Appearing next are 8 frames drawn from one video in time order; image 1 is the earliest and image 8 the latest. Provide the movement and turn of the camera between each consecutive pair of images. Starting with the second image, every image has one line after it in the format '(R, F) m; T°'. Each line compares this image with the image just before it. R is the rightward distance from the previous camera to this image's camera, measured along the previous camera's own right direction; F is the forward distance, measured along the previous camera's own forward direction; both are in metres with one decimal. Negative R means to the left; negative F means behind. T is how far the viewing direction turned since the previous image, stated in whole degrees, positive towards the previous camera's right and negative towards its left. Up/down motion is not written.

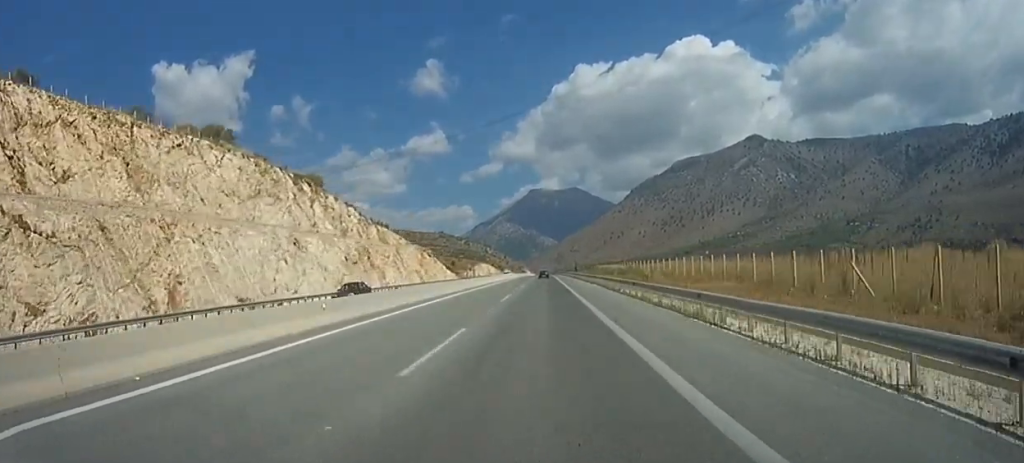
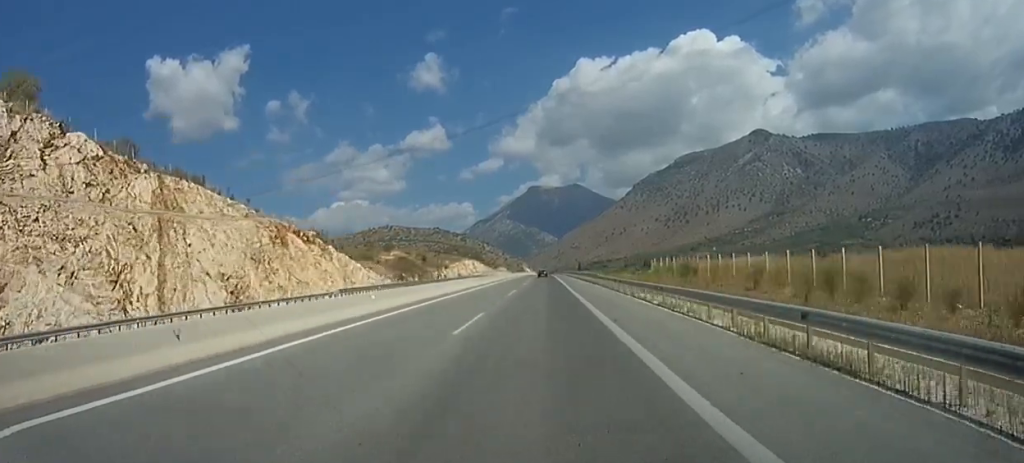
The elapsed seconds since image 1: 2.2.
(-0.4, +66.7) m; -1°
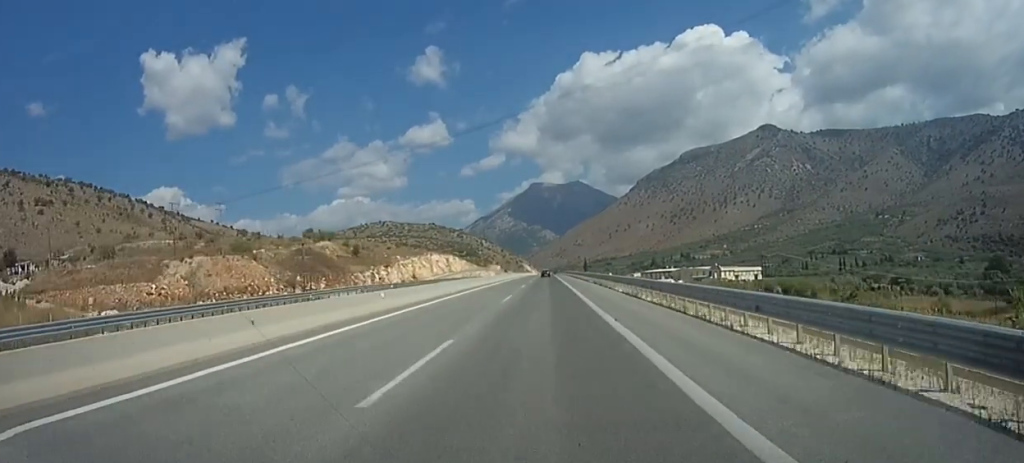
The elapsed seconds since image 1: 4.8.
(-0.5, +79.7) m; 0°
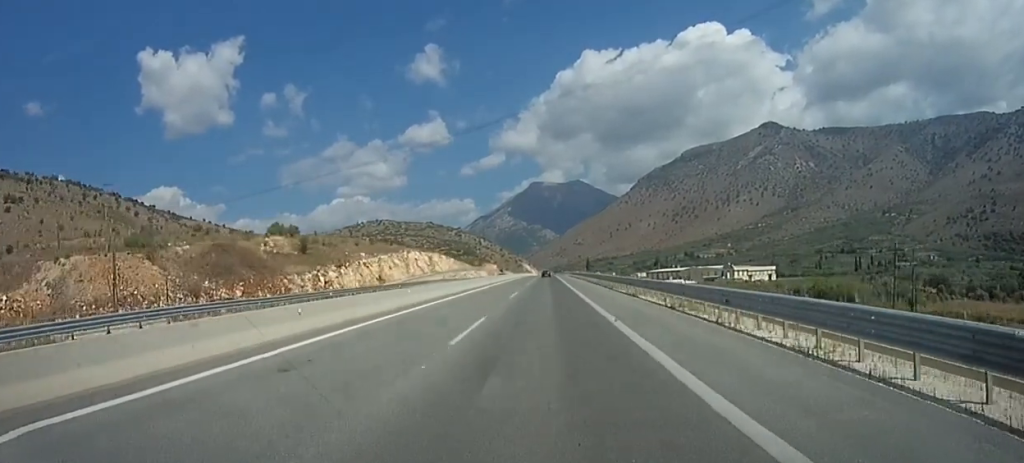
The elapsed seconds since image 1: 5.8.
(-0.1, +30.9) m; 0°
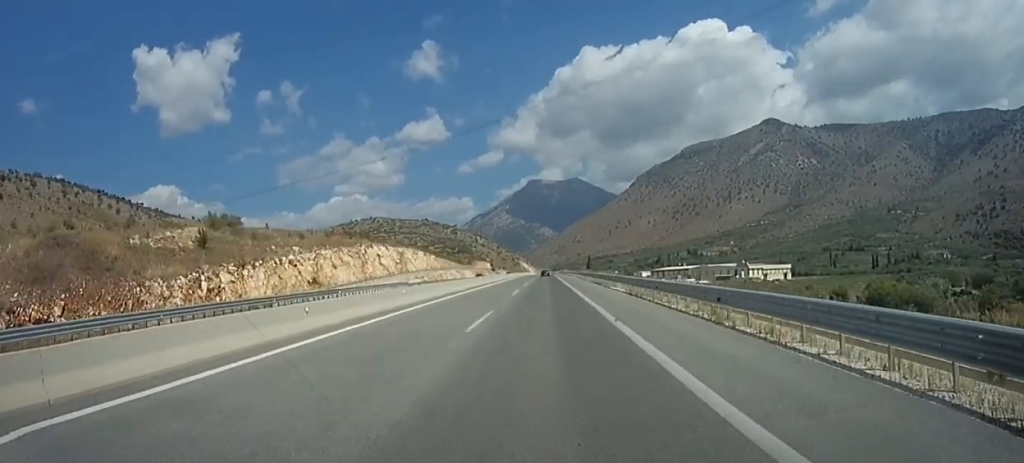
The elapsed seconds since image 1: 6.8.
(+0.4, +33.6) m; 0°
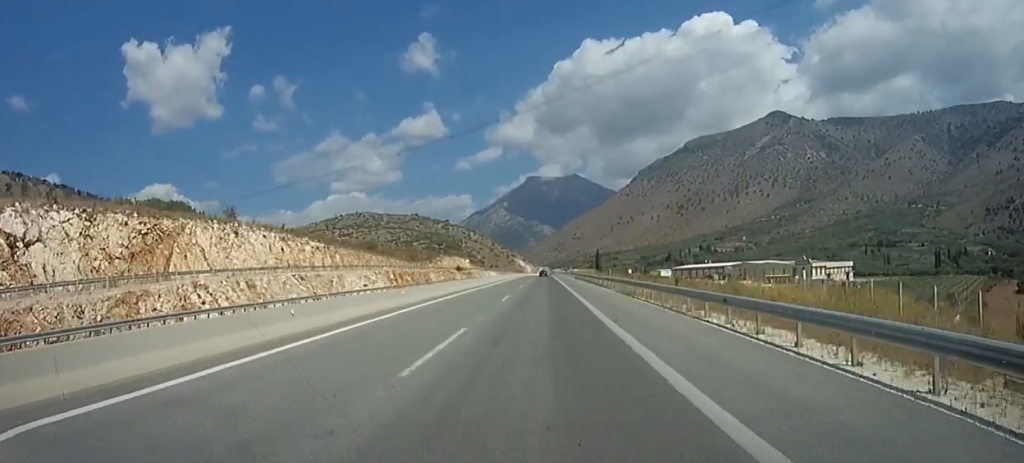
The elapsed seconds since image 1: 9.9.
(+0.4, +96.0) m; 0°
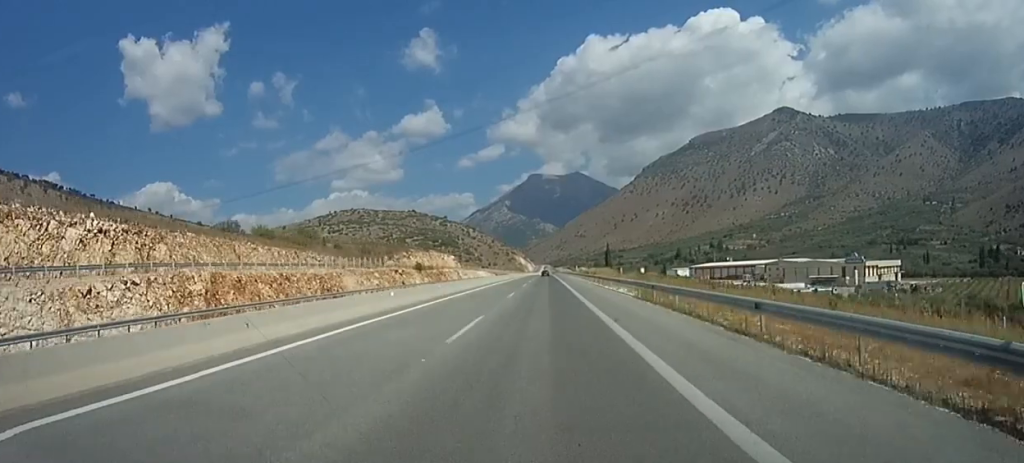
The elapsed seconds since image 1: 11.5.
(0.0, +49.8) m; 0°
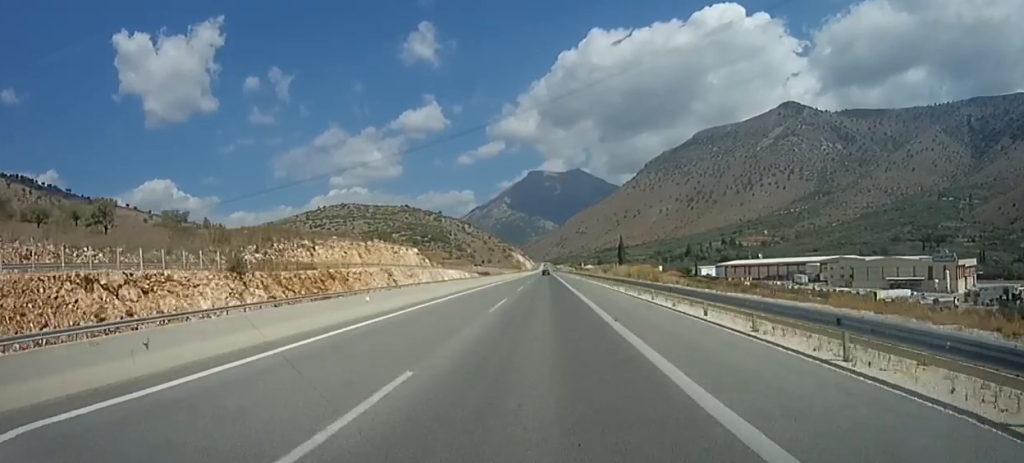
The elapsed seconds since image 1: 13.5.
(+0.3, +63.6) m; 0°
